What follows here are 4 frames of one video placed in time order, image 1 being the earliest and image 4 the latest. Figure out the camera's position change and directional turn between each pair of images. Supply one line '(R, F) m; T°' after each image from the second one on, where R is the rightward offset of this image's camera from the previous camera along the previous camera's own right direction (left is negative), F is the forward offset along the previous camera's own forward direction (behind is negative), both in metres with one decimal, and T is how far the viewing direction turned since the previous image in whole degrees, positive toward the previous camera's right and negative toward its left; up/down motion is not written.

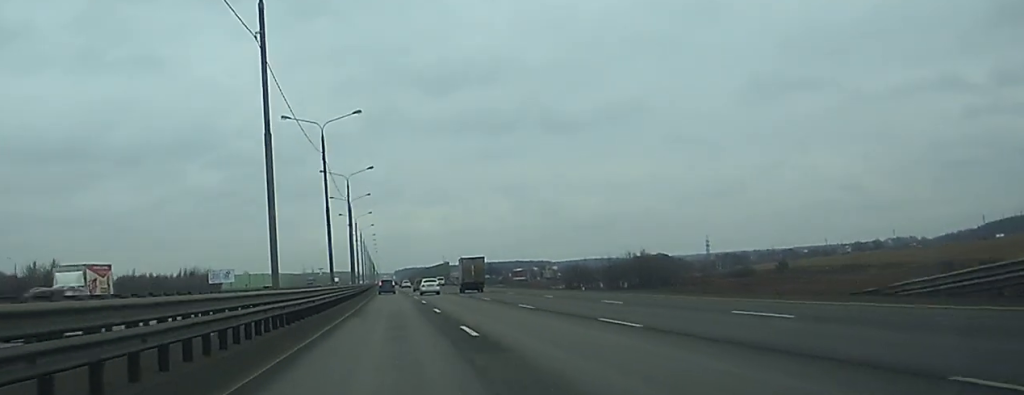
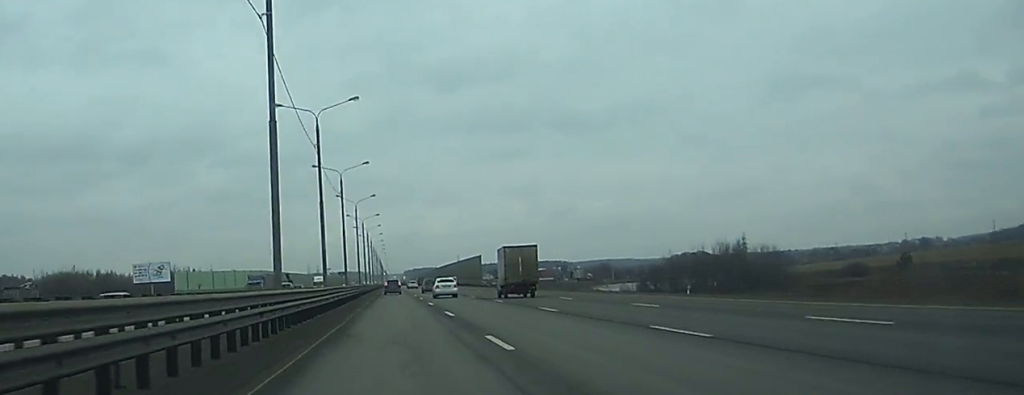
(-0.6, +68.9) m; -1°
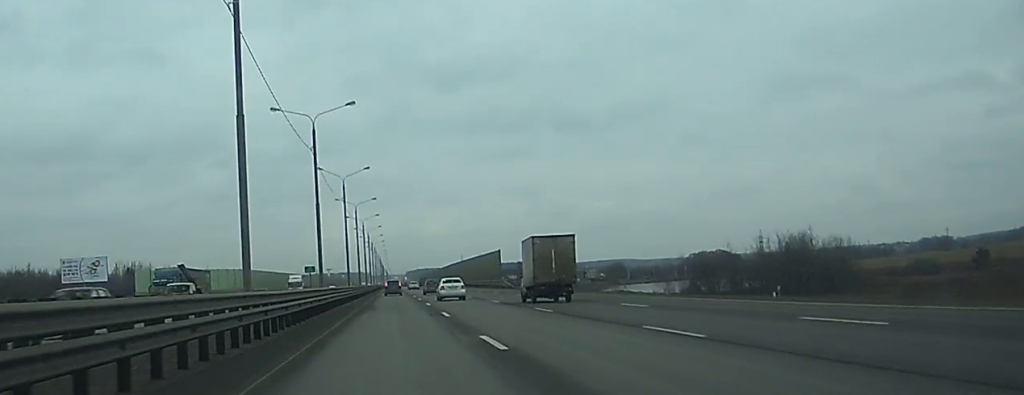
(-0.1, +32.1) m; 0°
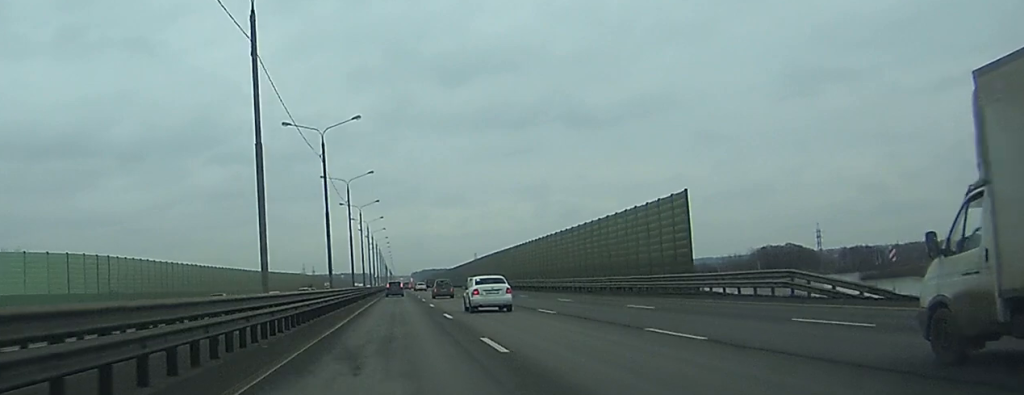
(-0.1, +96.3) m; 0°
